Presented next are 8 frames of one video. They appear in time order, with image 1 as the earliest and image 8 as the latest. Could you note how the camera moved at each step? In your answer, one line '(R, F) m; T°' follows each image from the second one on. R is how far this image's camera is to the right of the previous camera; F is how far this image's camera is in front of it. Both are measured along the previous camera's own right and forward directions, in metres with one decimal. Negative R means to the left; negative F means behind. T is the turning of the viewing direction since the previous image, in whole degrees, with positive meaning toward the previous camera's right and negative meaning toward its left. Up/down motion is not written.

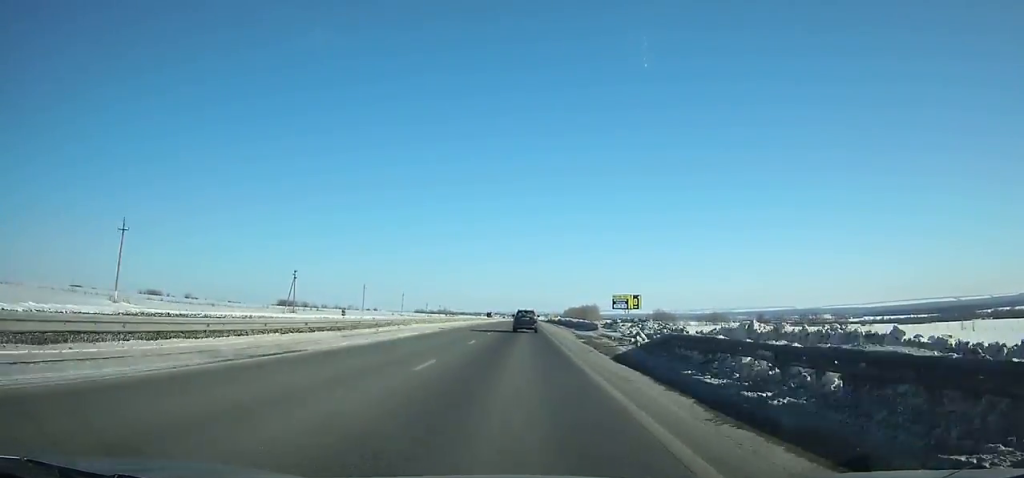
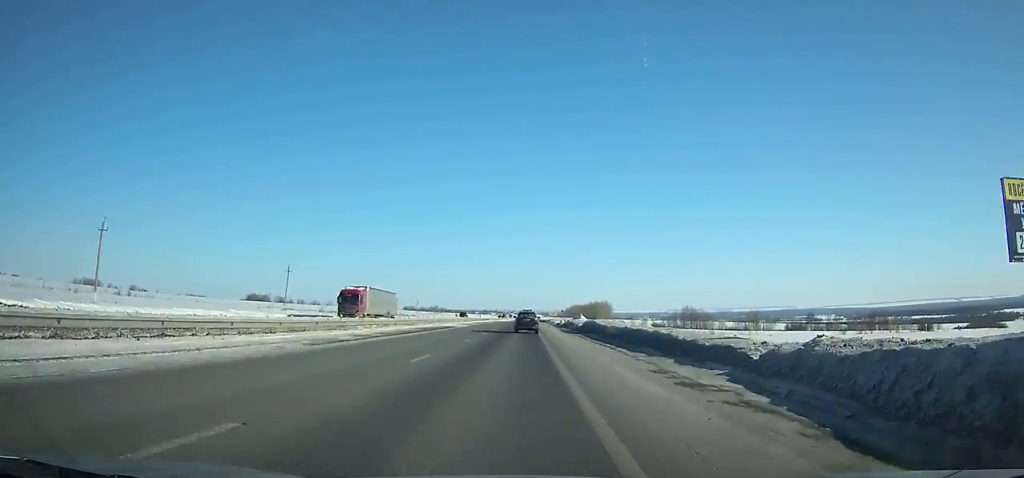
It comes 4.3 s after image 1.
(+0.4, +105.6) m; 0°
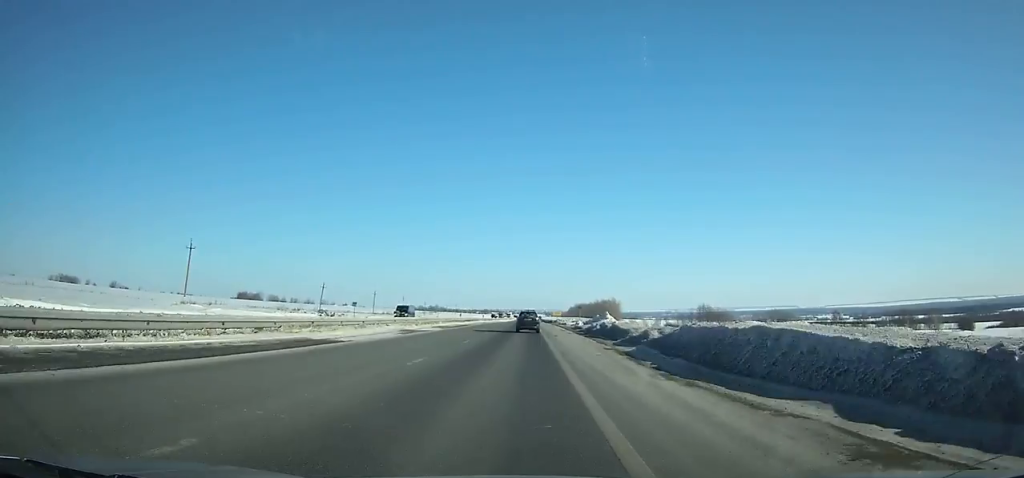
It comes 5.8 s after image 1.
(0.0, +36.5) m; 0°
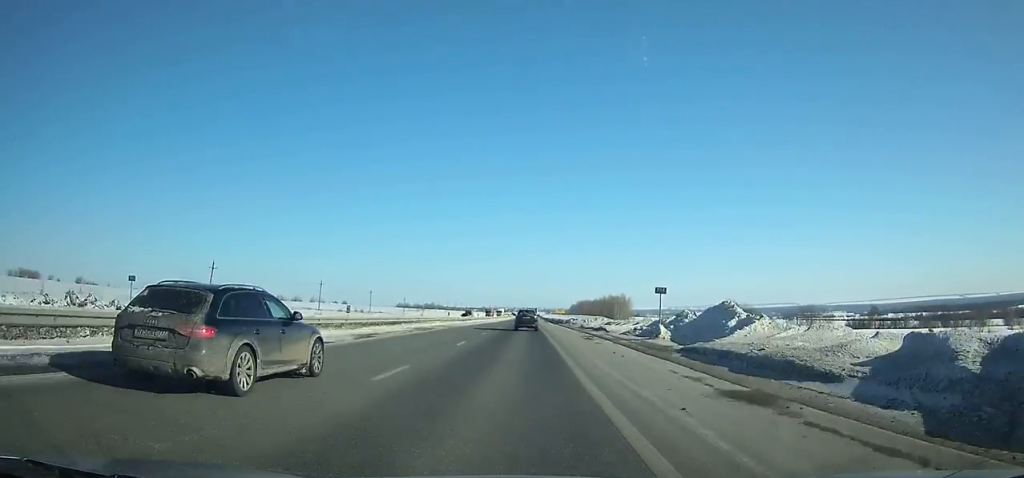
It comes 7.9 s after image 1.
(+0.1, +51.0) m; 0°
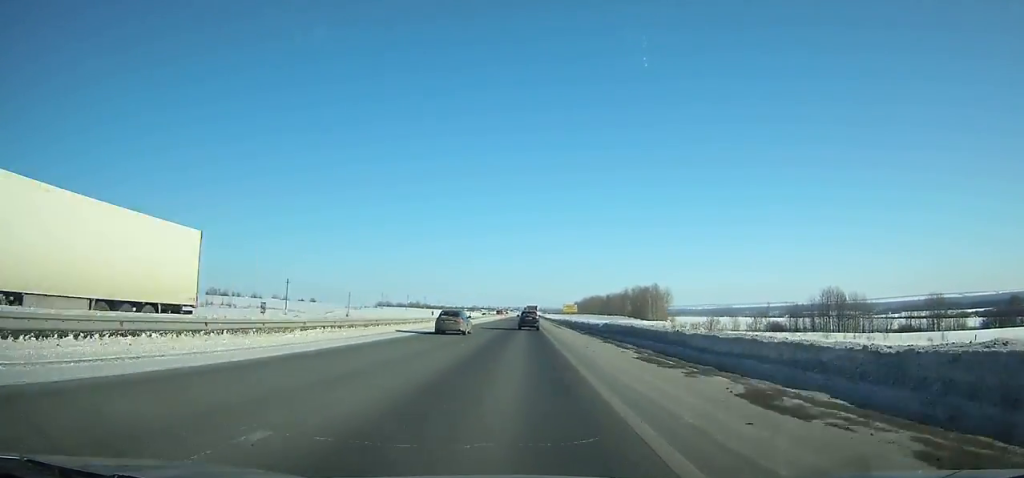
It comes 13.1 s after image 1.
(+0.3, +126.7) m; 0°
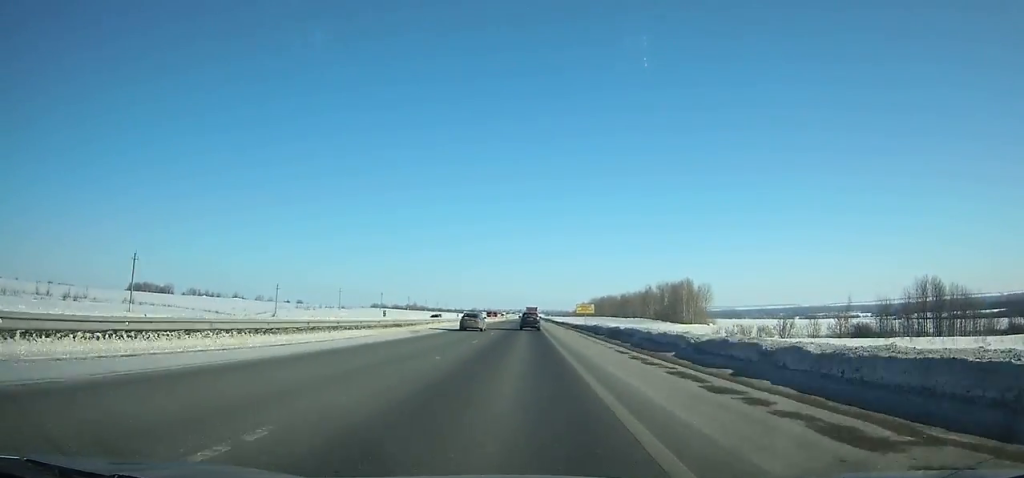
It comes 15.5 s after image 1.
(-0.1, +59.2) m; 0°
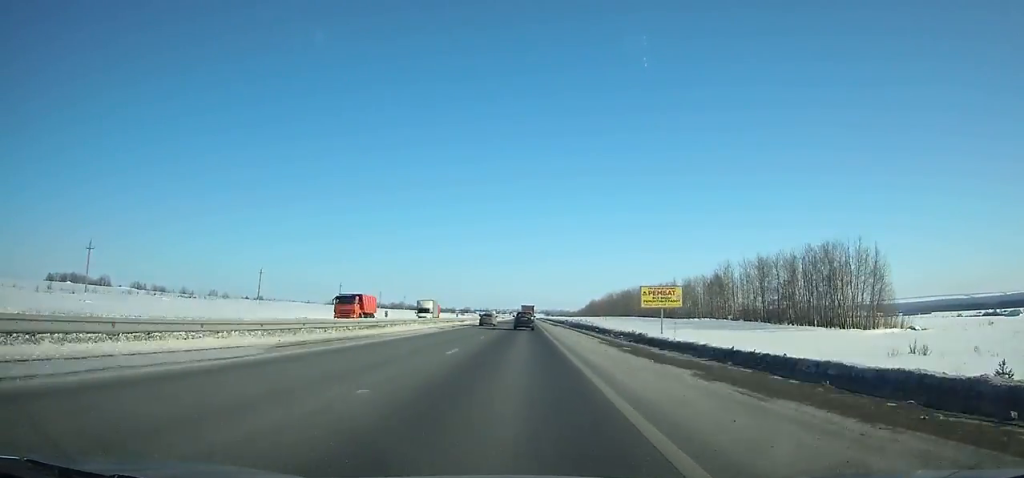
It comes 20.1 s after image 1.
(+0.4, +114.8) m; 0°
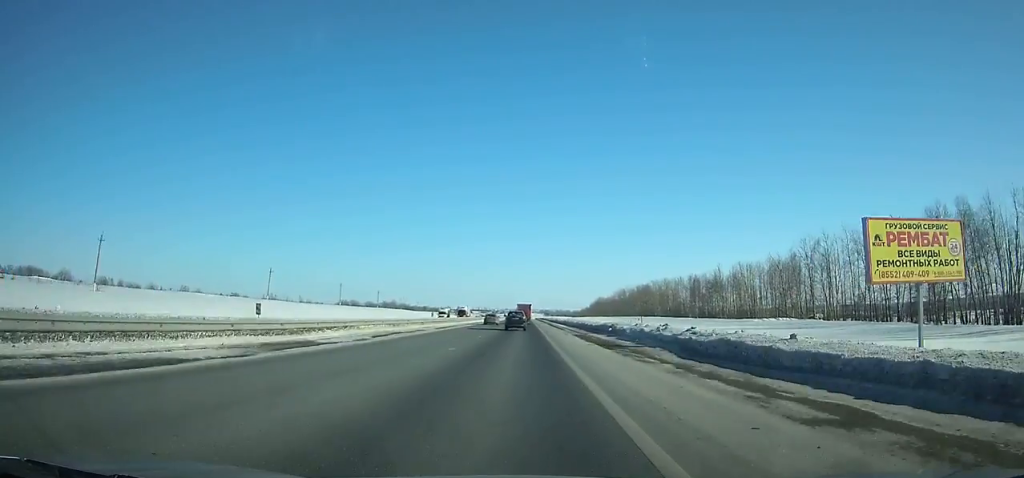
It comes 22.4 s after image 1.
(0.0, +58.0) m; 0°
